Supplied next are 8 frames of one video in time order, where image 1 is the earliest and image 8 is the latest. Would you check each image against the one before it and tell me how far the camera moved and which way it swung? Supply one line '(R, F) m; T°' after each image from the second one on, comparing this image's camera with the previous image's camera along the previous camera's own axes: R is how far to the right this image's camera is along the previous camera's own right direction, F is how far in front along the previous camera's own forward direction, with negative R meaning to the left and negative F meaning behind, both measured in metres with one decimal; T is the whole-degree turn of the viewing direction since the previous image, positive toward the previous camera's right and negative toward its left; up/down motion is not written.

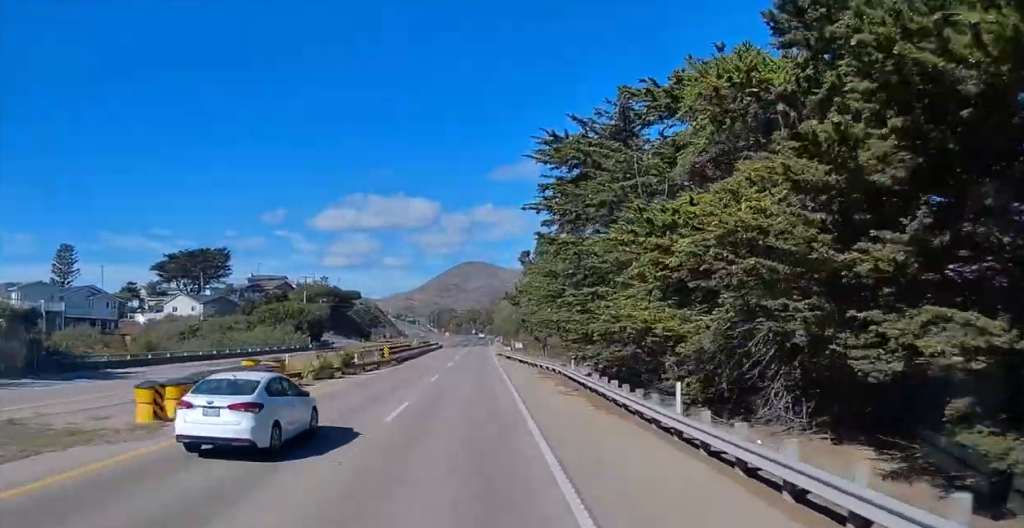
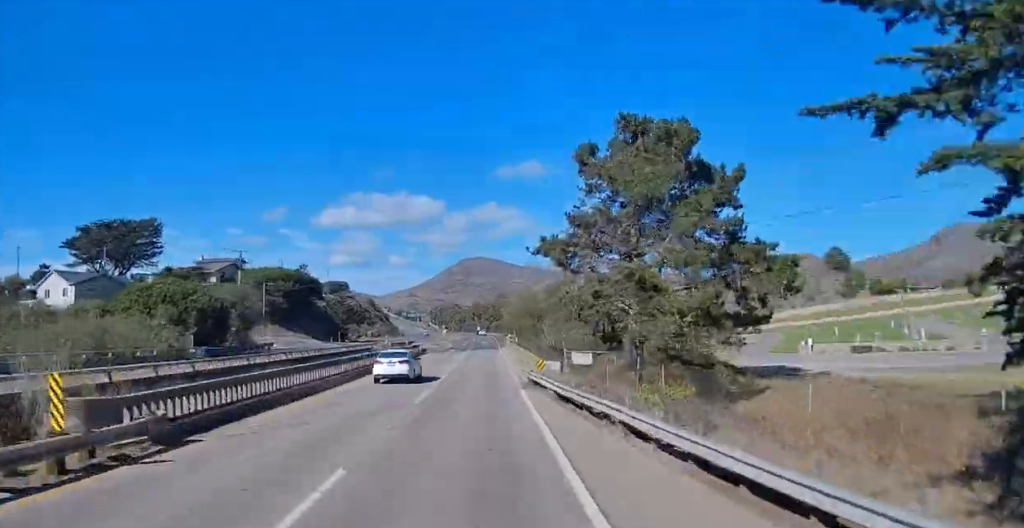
(-0.2, +39.9) m; +2°
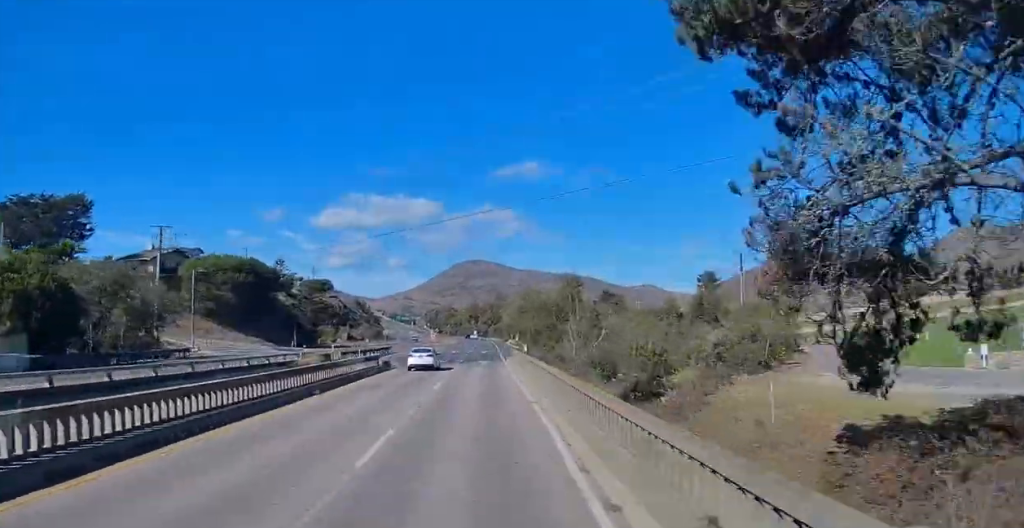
(+0.3, +25.7) m; +1°
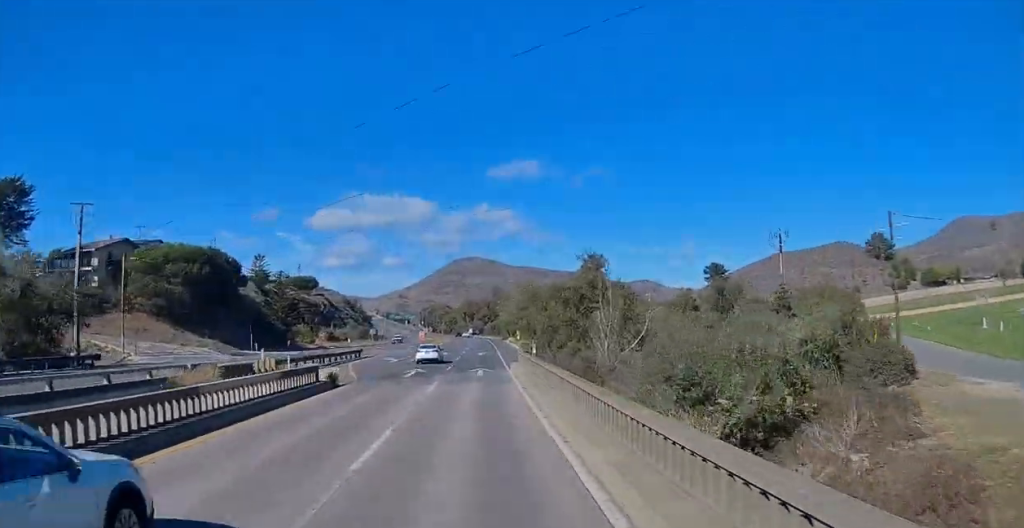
(0.0, +15.3) m; -1°
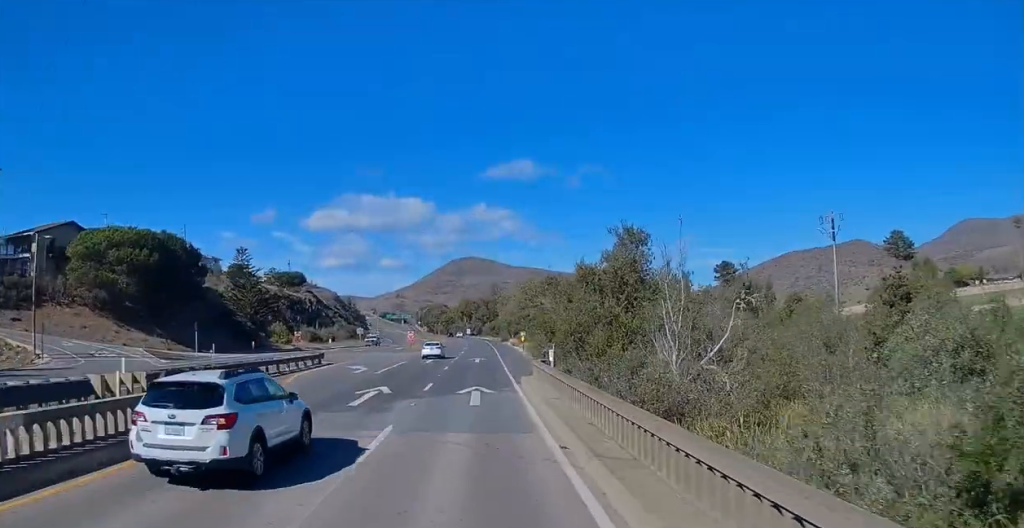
(+0.1, +14.4) m; -1°
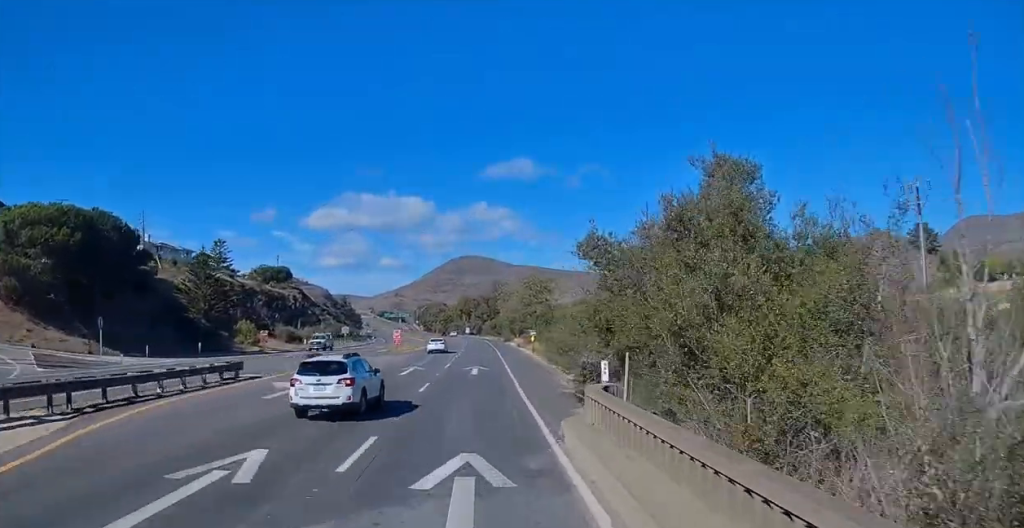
(-0.4, +16.0) m; 0°
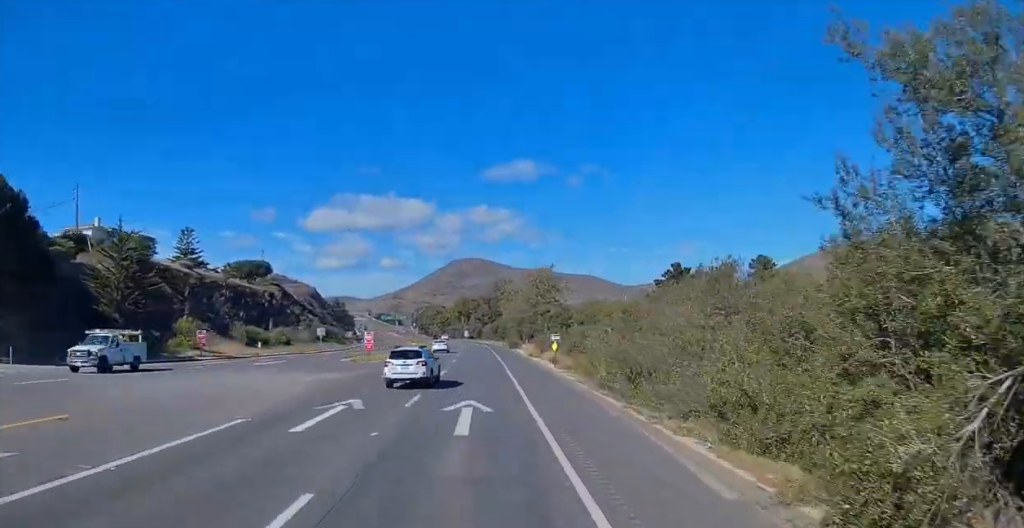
(-0.1, +20.7) m; 0°
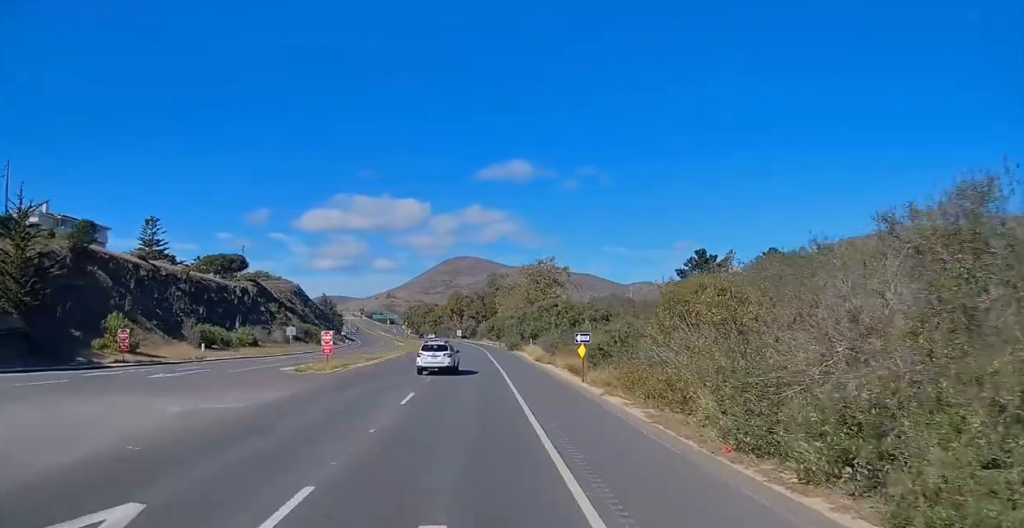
(+0.3, +16.0) m; +1°
